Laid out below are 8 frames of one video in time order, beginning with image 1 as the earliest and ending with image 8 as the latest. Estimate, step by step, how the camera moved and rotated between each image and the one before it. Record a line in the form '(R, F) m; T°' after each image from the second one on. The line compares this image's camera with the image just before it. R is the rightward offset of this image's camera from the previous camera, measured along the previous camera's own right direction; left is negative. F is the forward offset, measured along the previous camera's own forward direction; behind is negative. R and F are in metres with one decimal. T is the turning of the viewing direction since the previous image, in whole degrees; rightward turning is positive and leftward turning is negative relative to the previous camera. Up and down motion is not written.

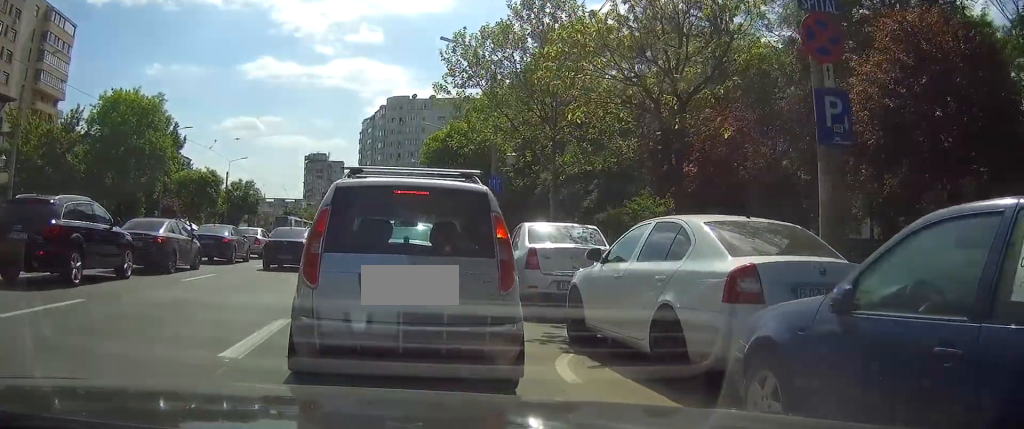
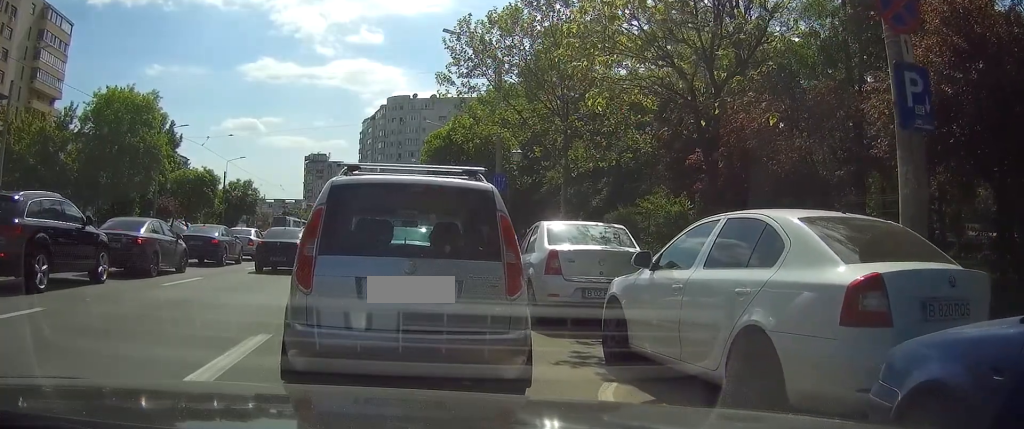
(0.0, +1.8) m; 0°
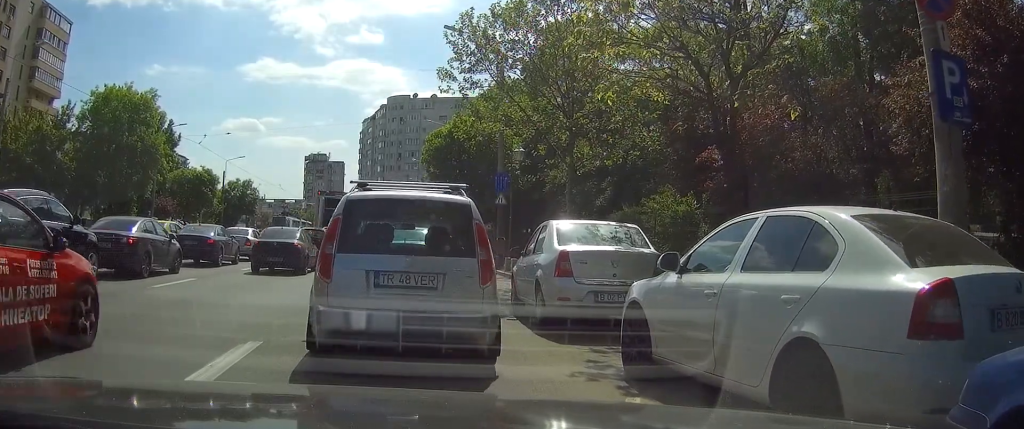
(-0.2, +0.9) m; 0°
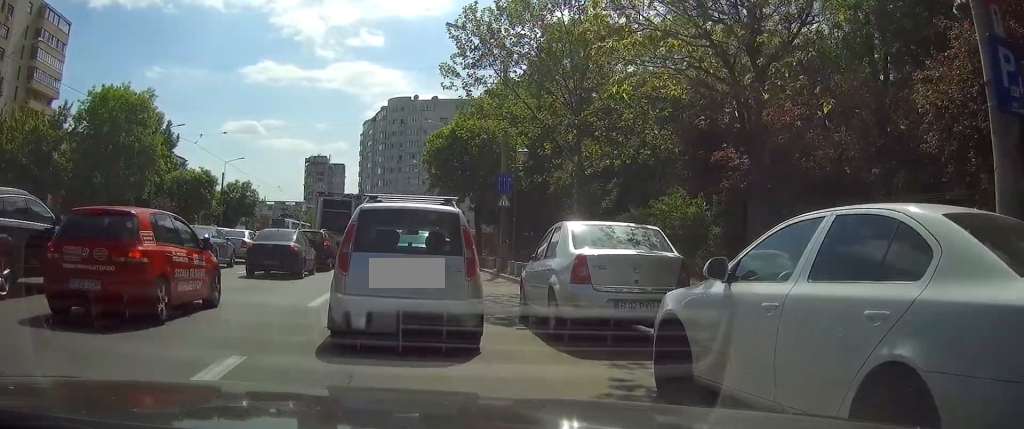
(+0.1, +0.9) m; 0°
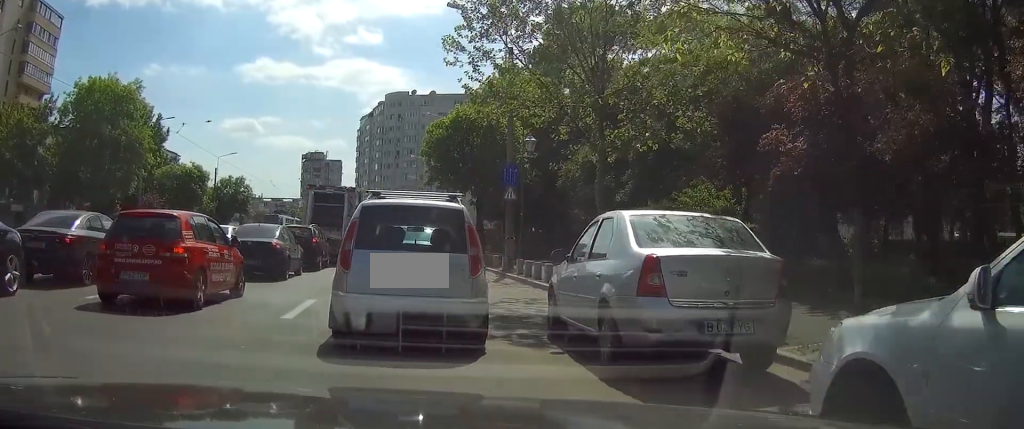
(0.0, +1.8) m; -2°
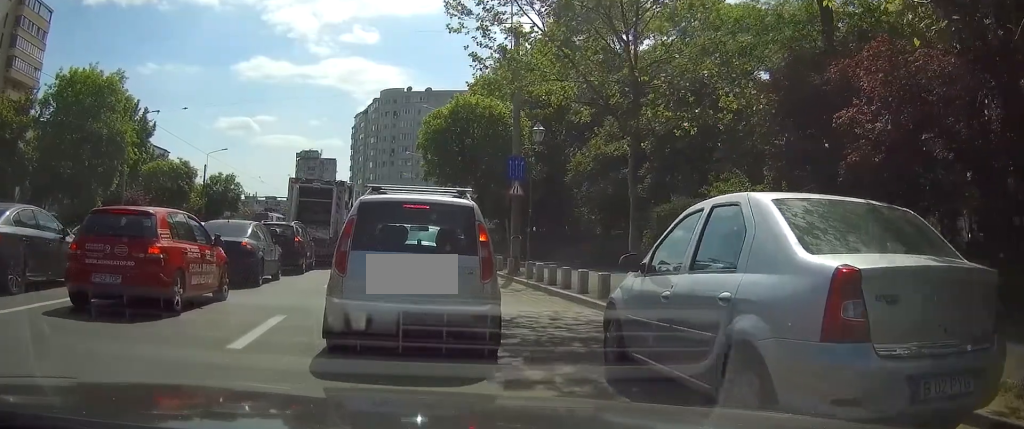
(-0.1, +2.5) m; -1°
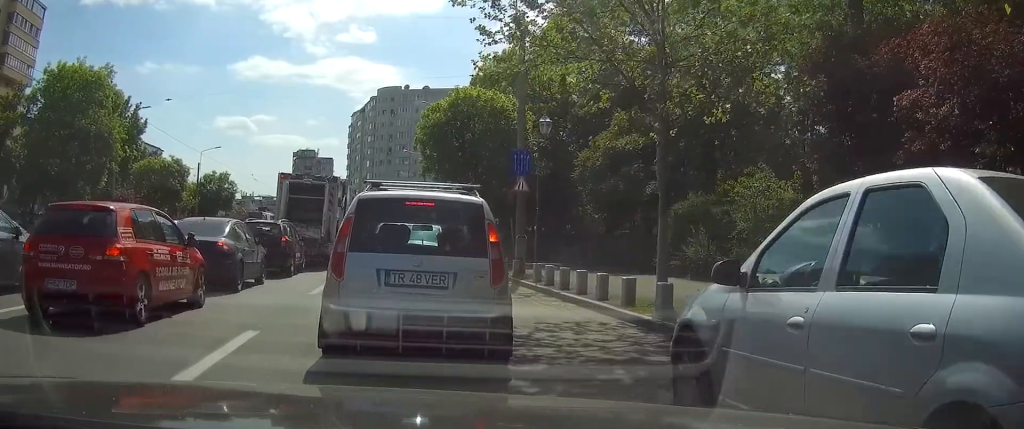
(0.0, +1.8) m; +1°
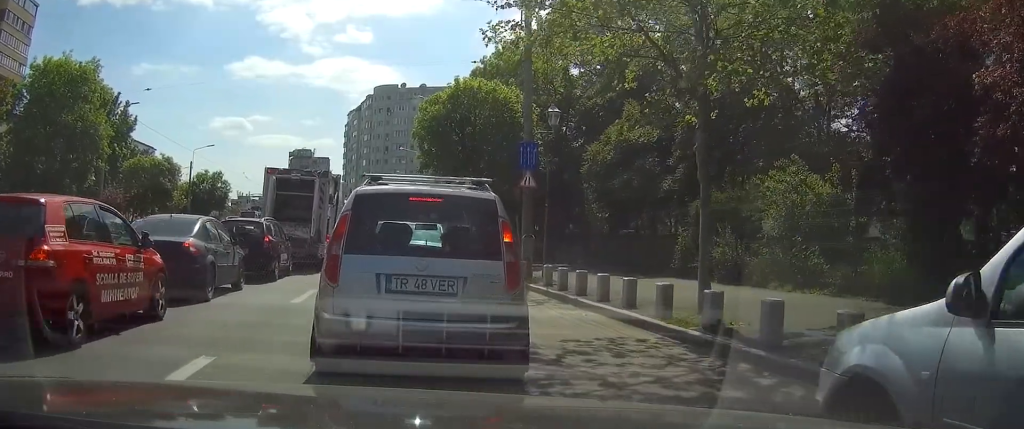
(+0.1, +1.9) m; +1°
